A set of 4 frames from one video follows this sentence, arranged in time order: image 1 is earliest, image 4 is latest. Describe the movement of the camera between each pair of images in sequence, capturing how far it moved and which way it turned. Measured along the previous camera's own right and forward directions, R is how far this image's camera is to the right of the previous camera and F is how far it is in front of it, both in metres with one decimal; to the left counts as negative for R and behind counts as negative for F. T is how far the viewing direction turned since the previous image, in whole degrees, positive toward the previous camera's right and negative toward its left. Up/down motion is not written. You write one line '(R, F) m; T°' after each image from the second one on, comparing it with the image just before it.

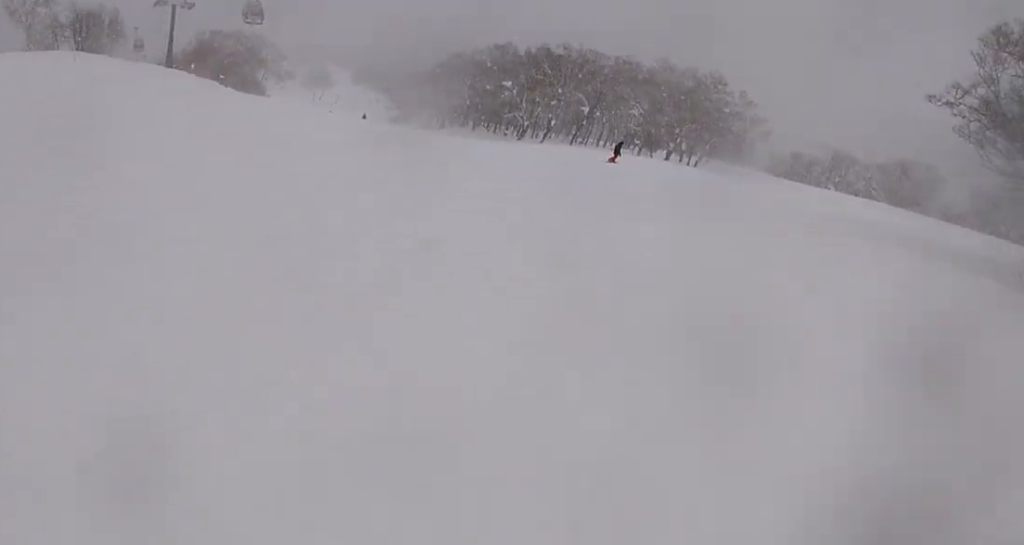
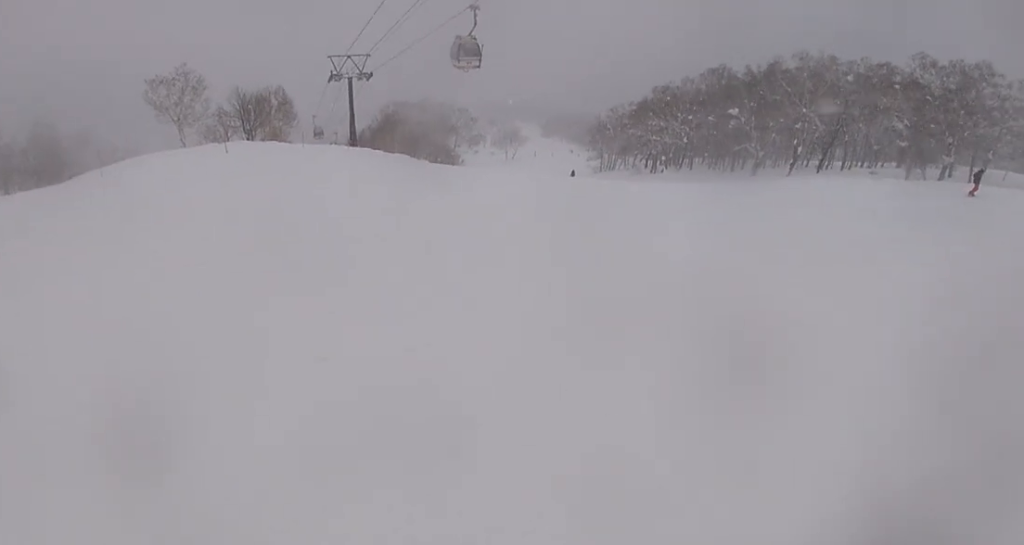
(-3.3, +12.3) m; -12°
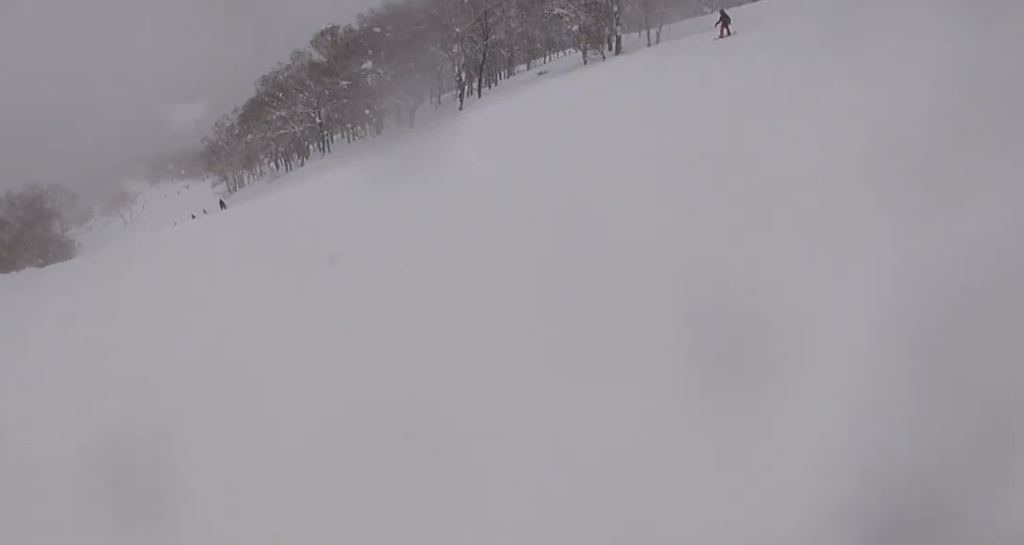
(+3.0, +16.4) m; +28°
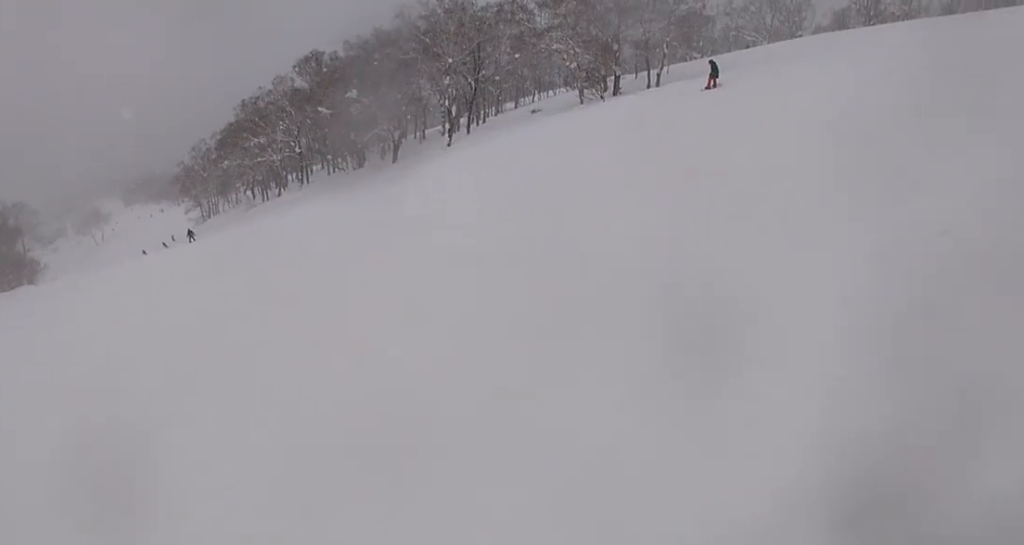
(+1.2, +4.2) m; +5°
